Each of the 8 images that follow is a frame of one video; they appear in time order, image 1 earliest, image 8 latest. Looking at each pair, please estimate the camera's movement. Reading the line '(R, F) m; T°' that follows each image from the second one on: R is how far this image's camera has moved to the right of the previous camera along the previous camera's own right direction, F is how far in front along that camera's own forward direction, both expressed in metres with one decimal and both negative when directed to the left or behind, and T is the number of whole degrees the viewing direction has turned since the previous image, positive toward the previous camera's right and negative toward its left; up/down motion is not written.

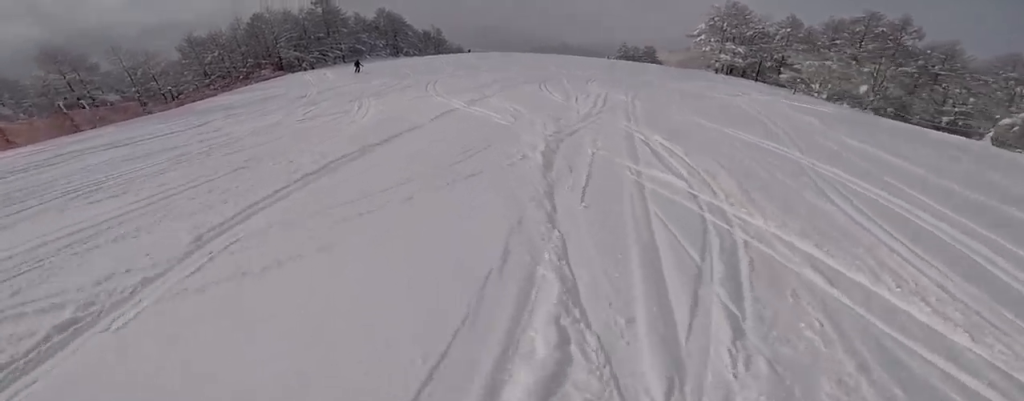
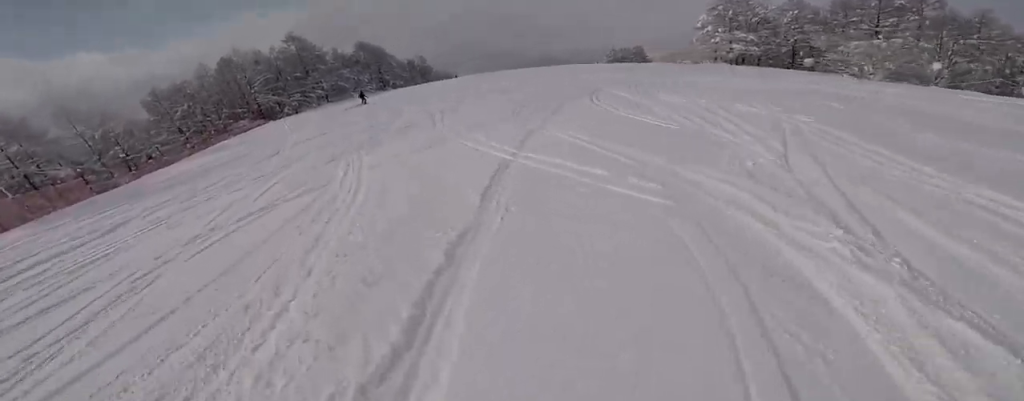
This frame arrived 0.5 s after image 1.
(-0.2, +5.9) m; +3°
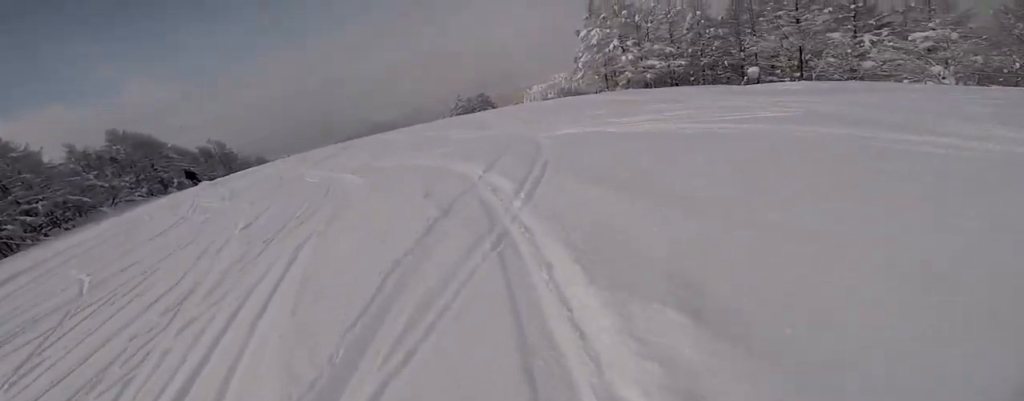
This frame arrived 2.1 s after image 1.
(+3.0, +18.5) m; +18°
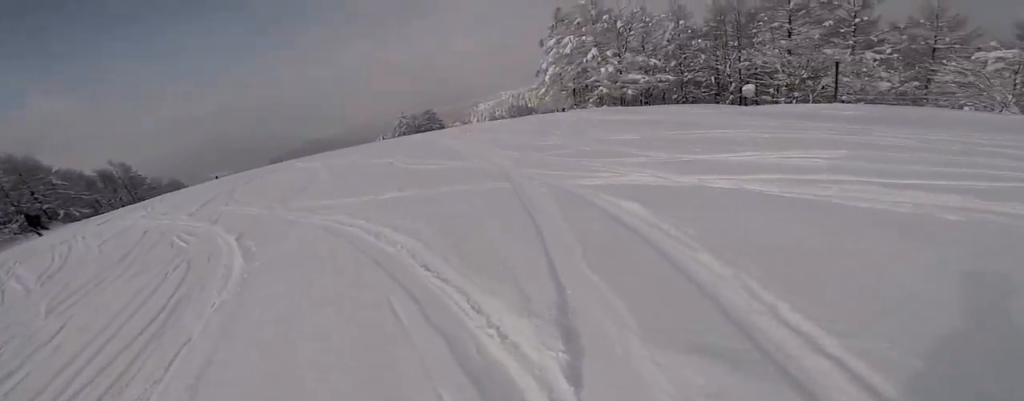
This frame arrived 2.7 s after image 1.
(+0.4, +6.2) m; +5°
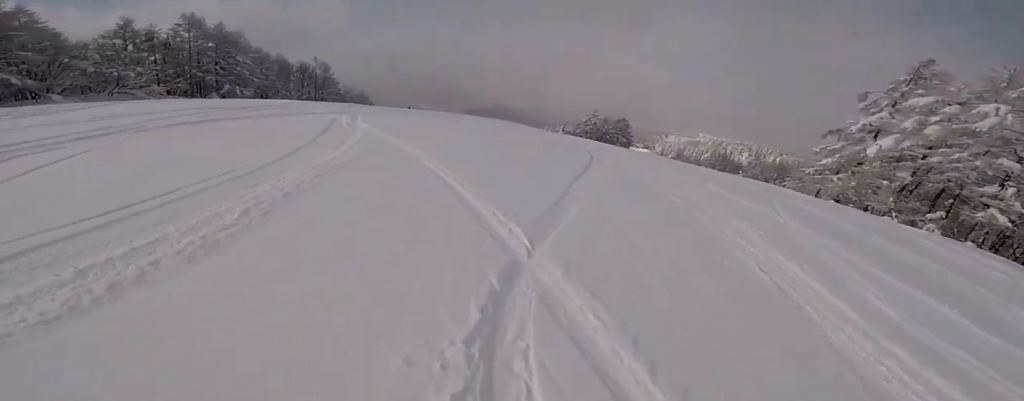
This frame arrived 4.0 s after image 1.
(-1.1, +14.3) m; -19°
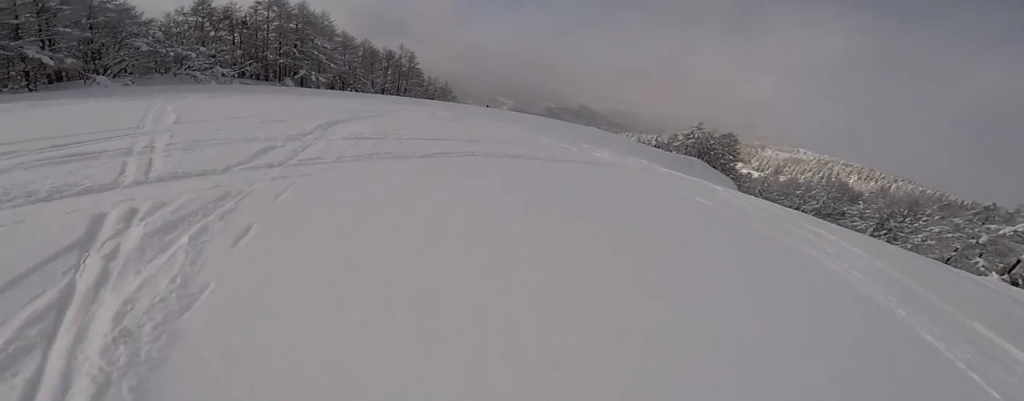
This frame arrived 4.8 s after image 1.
(-1.1, +7.7) m; -14°
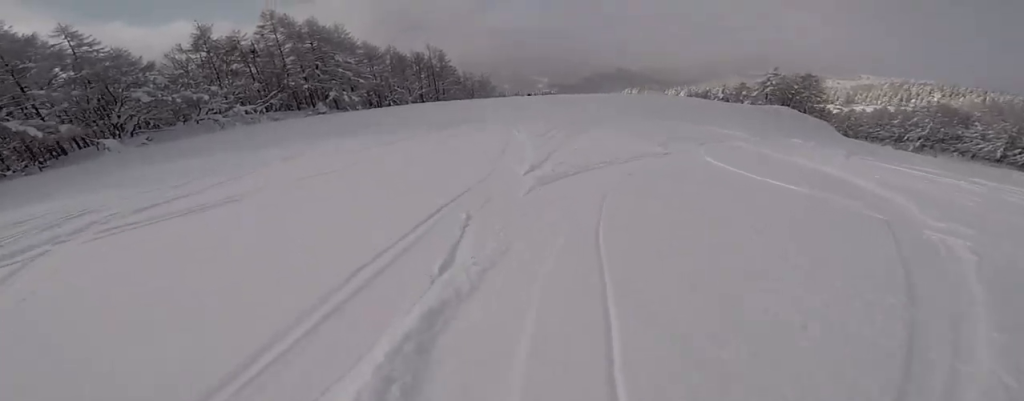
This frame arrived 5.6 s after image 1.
(-1.6, +7.0) m; +3°
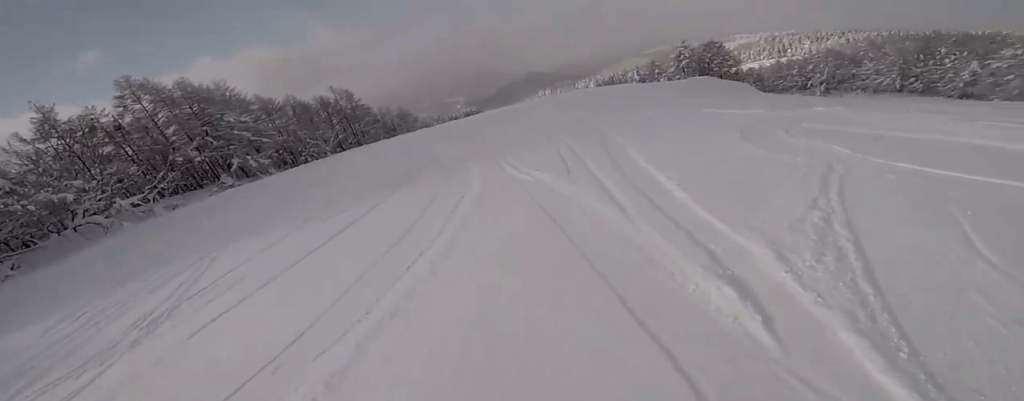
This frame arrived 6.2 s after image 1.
(+1.2, +5.0) m; +11°
